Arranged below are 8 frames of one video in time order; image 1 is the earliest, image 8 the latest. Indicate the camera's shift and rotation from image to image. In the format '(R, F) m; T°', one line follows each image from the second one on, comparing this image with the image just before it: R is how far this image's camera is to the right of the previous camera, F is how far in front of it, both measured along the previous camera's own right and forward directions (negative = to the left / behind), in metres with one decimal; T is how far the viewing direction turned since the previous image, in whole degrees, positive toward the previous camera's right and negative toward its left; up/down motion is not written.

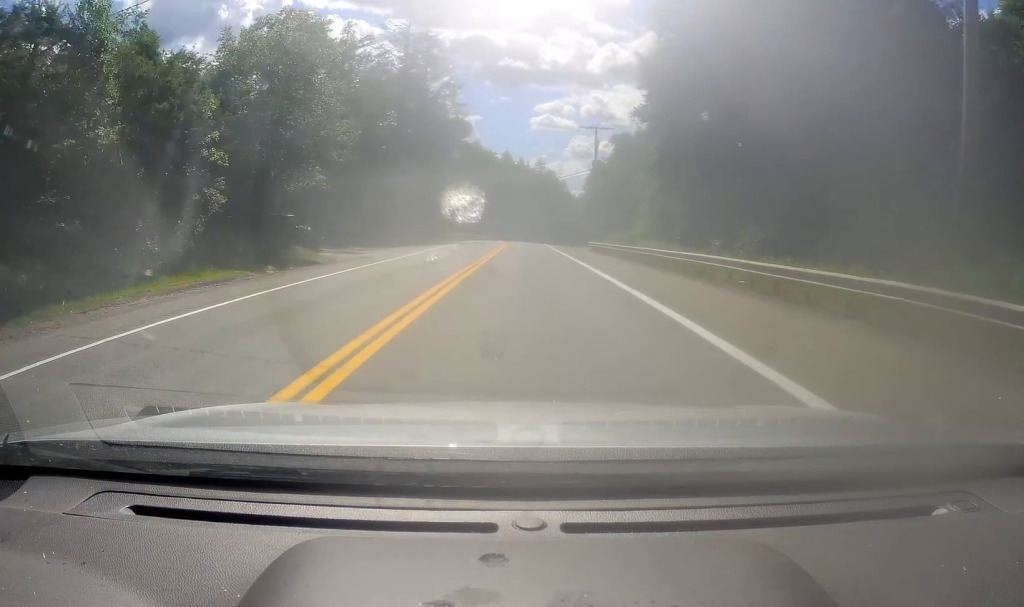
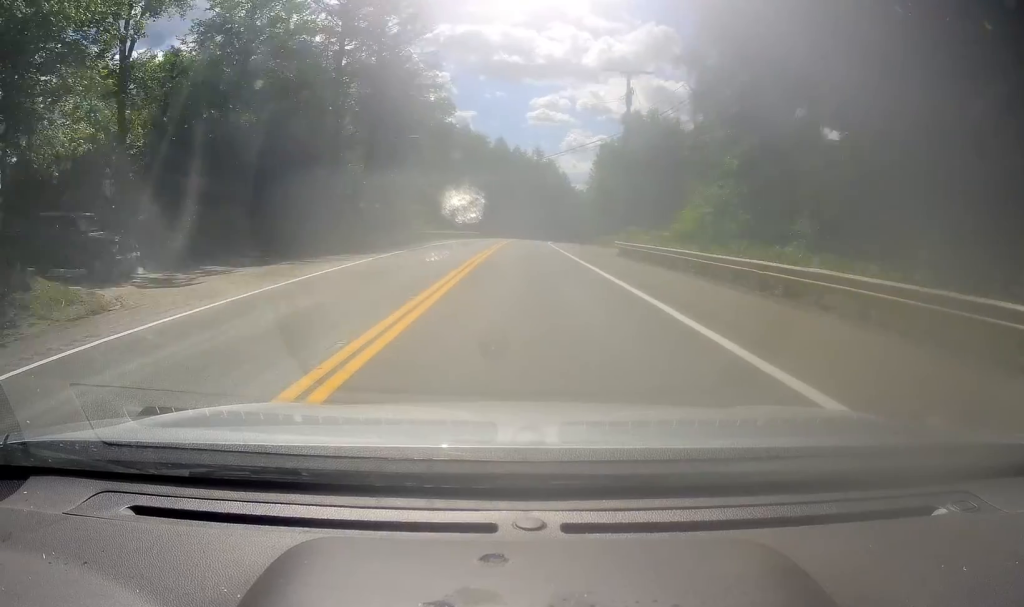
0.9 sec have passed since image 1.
(-1.0, +19.8) m; -1°
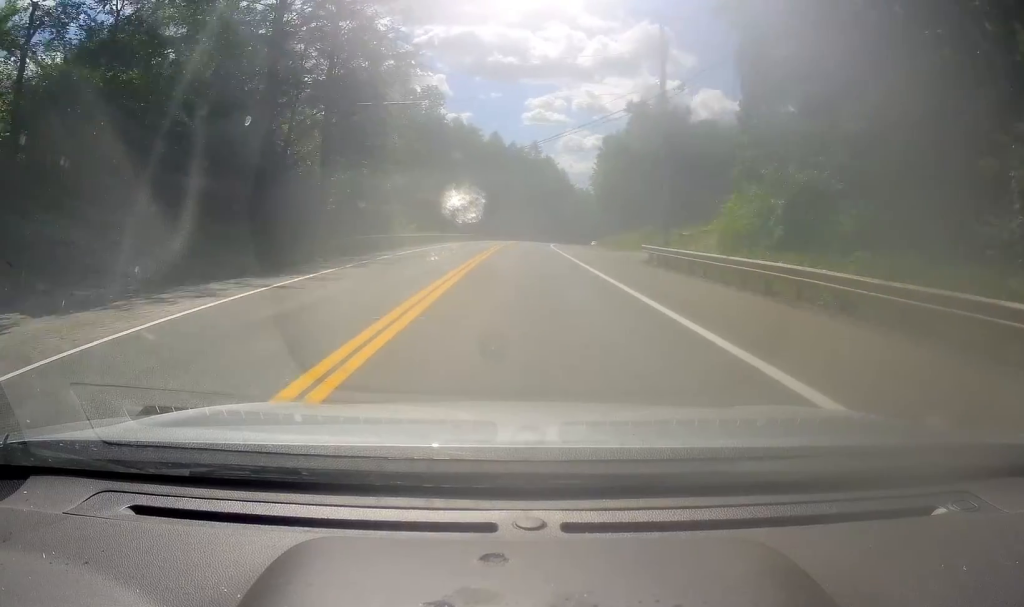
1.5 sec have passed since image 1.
(+0.2, +11.2) m; +1°
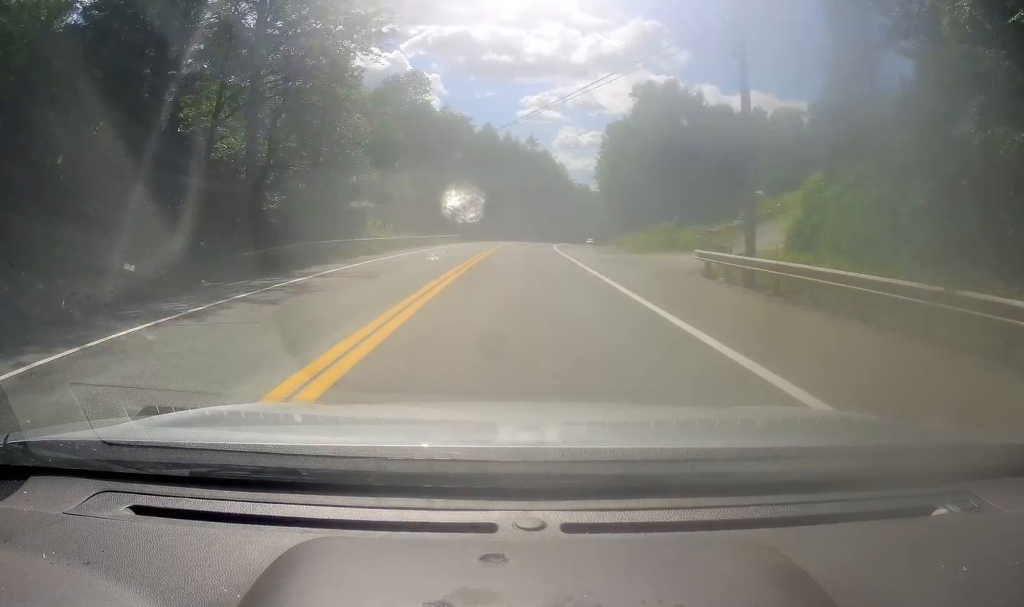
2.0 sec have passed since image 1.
(+0.1, +10.5) m; +1°
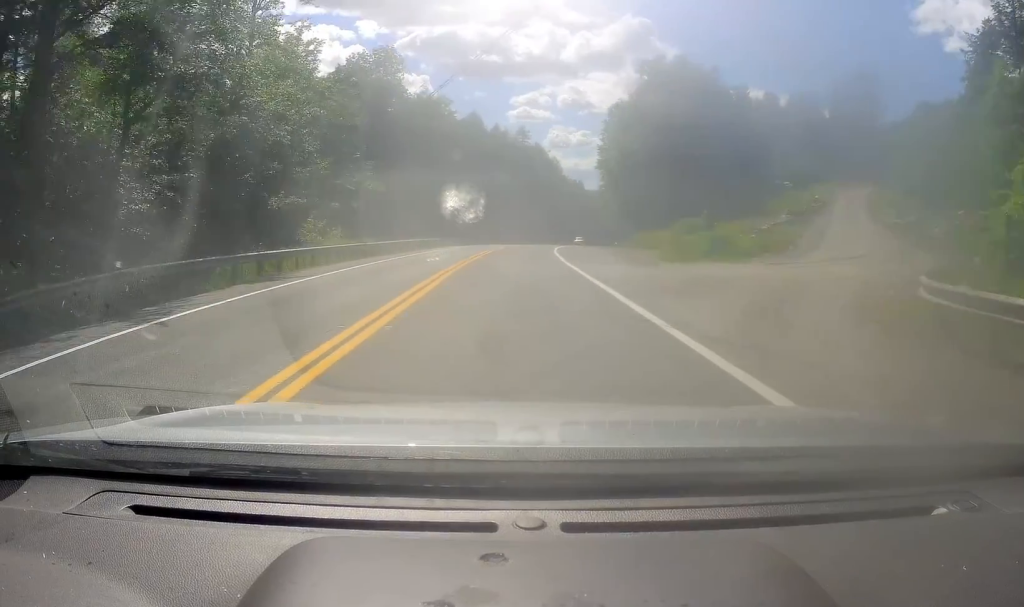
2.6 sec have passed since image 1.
(0.0, +13.2) m; 0°
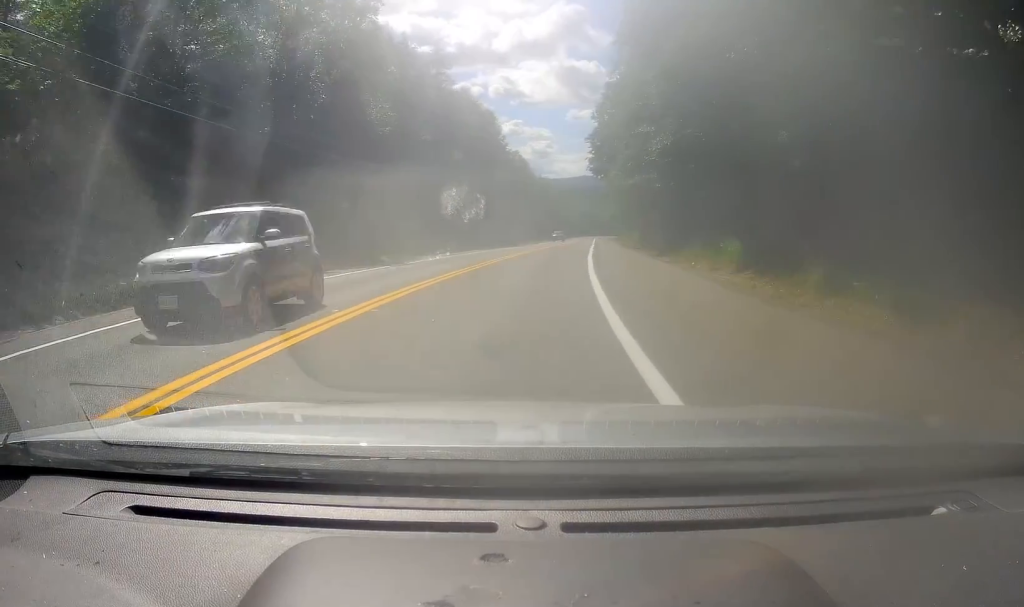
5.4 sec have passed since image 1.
(+2.1, +58.4) m; +5°
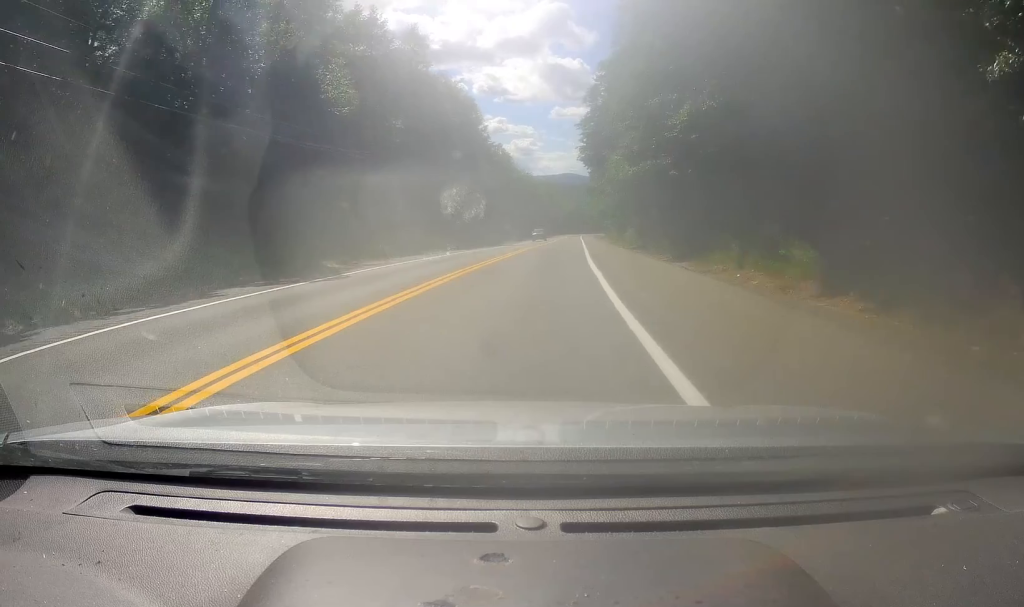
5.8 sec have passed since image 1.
(+0.1, +8.1) m; +1°
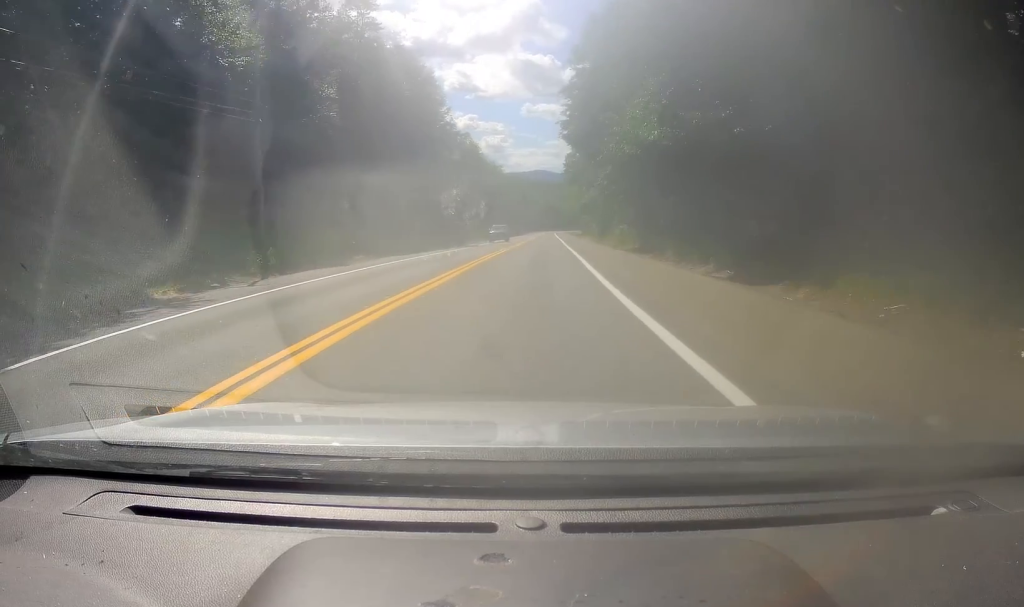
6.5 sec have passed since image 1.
(+0.1, +13.8) m; +1°
